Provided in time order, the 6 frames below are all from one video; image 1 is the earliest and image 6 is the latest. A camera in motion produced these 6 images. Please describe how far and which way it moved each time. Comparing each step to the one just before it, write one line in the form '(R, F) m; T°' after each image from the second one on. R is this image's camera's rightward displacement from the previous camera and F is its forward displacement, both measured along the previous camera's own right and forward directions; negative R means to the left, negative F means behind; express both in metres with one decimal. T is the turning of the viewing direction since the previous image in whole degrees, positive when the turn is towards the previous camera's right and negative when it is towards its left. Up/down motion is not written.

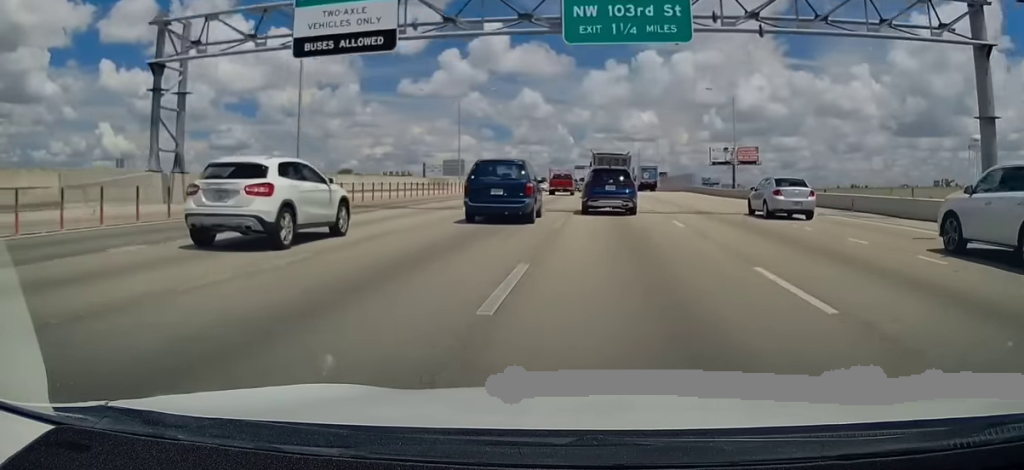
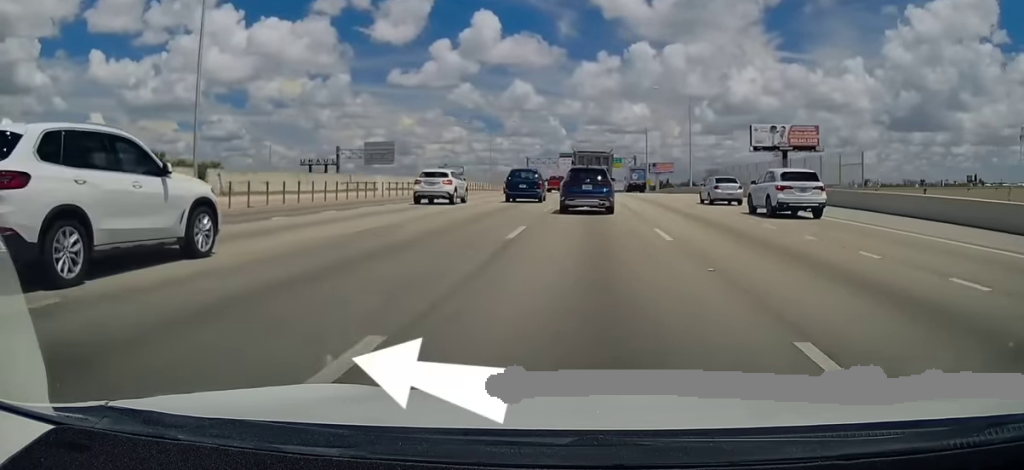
(+0.6, +65.3) m; +1°
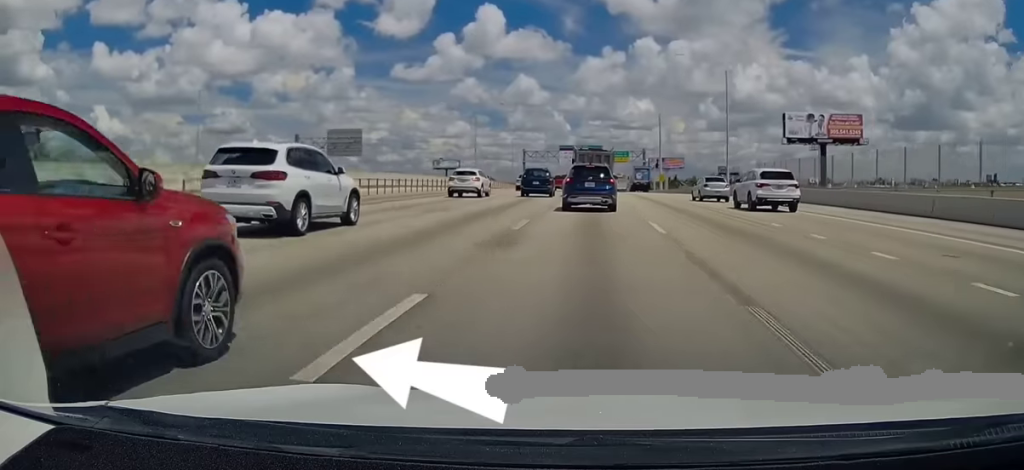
(+0.2, +23.2) m; 0°
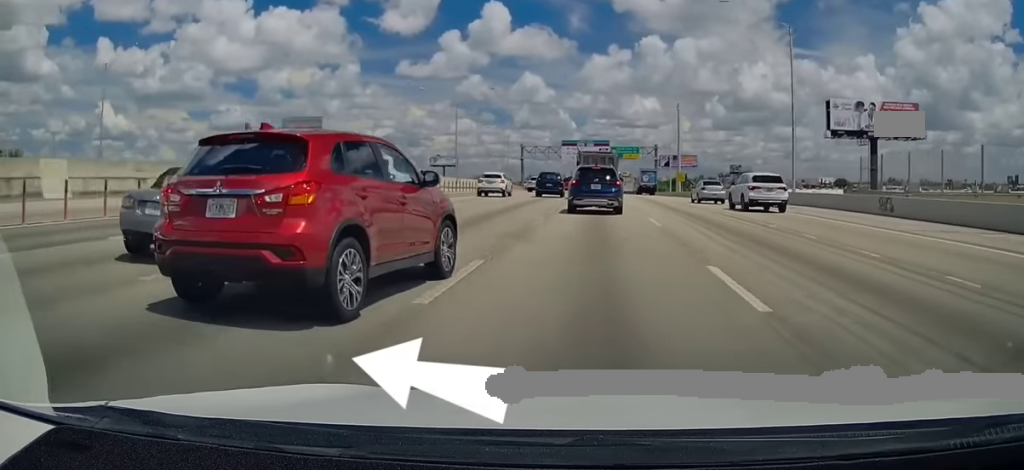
(-0.2, +20.6) m; -1°
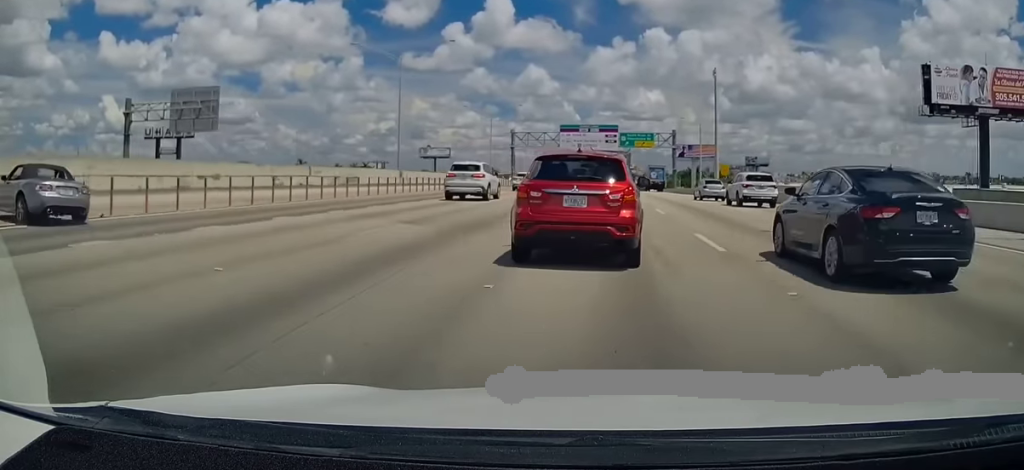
(0.0, +30.4) m; 0°
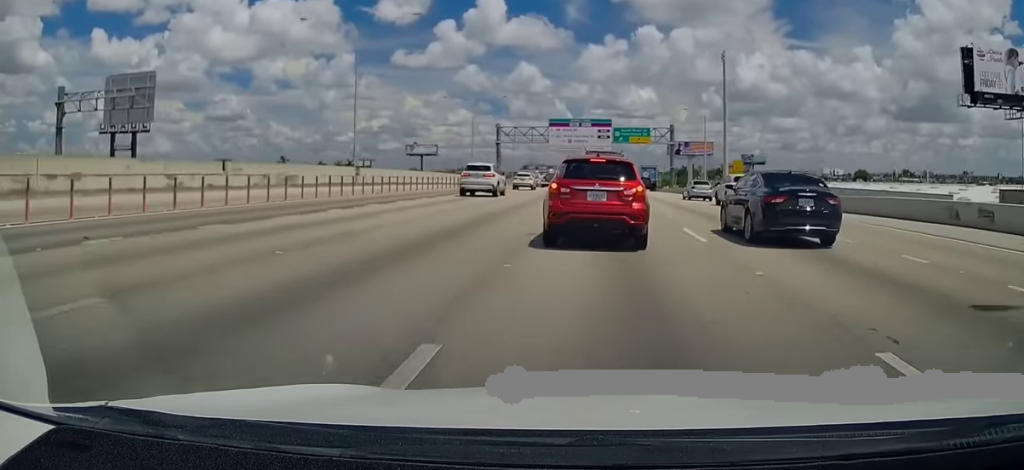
(0.0, +10.3) m; 0°
